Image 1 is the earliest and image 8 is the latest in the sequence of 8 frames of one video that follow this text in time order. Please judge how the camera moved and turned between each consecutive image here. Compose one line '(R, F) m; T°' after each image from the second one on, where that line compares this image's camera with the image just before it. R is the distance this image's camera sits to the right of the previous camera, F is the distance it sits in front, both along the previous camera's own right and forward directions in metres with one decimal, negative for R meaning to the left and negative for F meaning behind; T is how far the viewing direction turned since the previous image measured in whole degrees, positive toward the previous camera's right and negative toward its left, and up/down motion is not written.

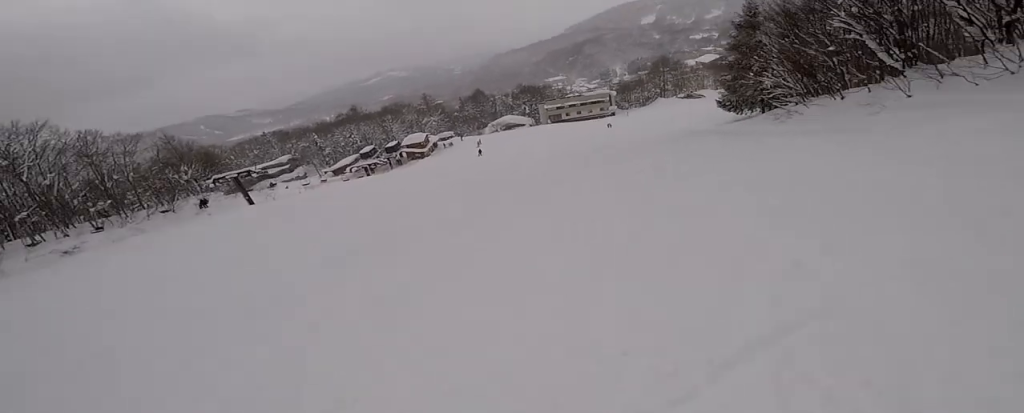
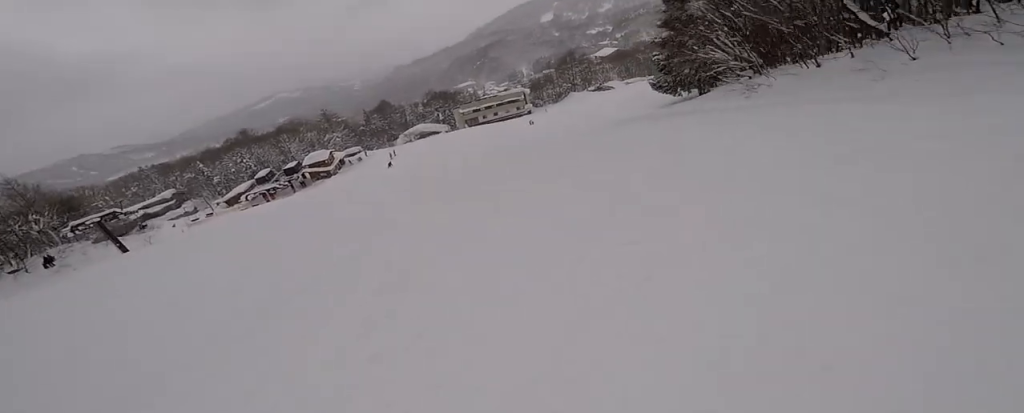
(-0.5, +5.6) m; +9°
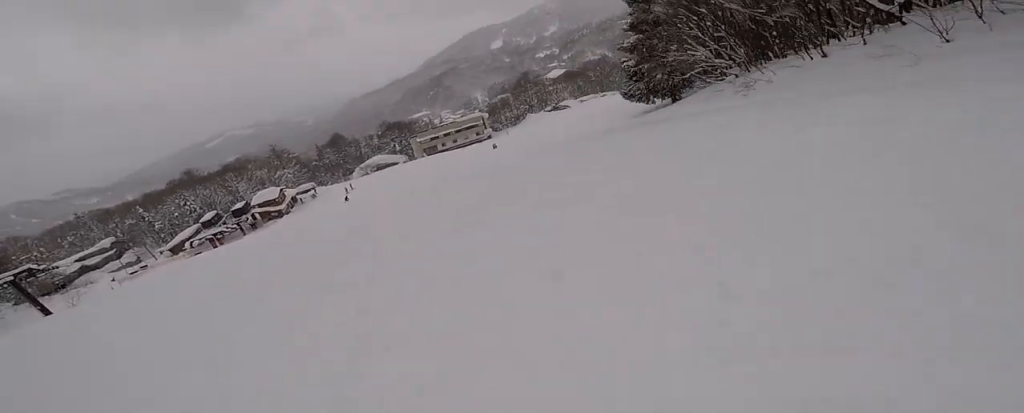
(+1.0, +4.4) m; +6°
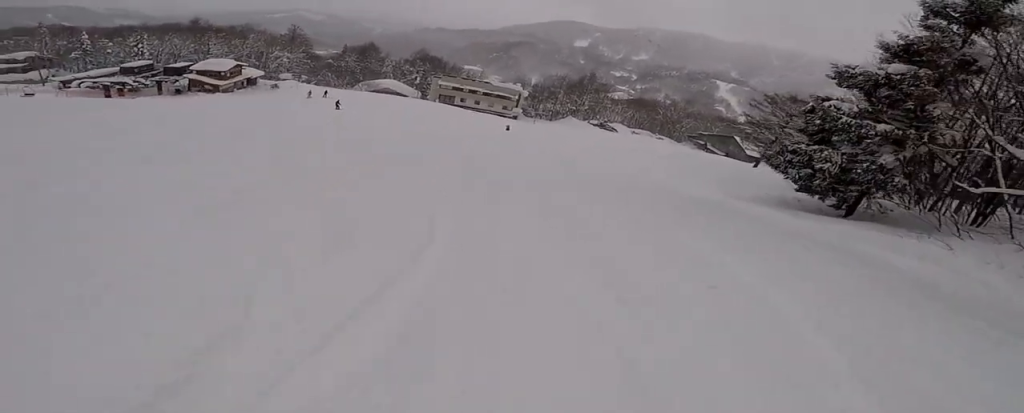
(+1.2, +20.5) m; -8°
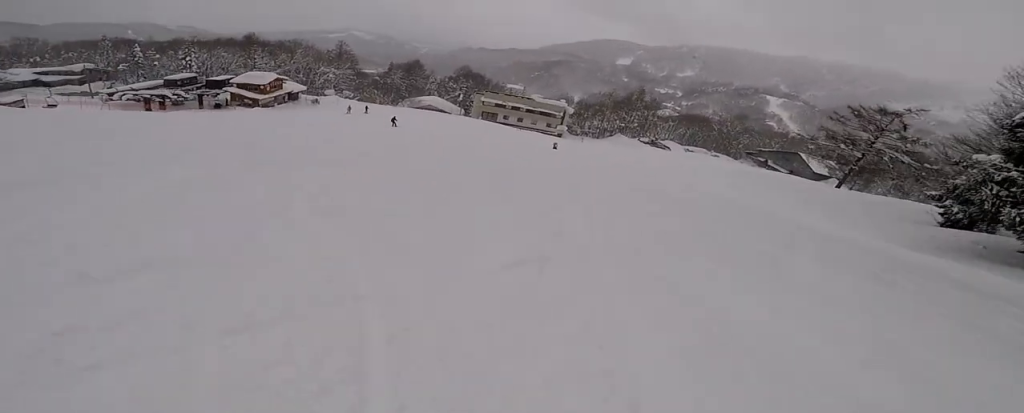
(-1.4, +6.3) m; -4°
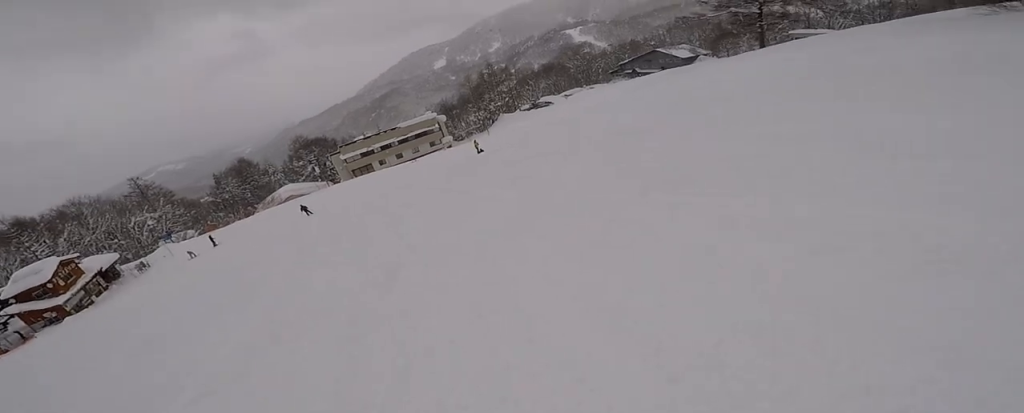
(+3.6, +14.8) m; +31°
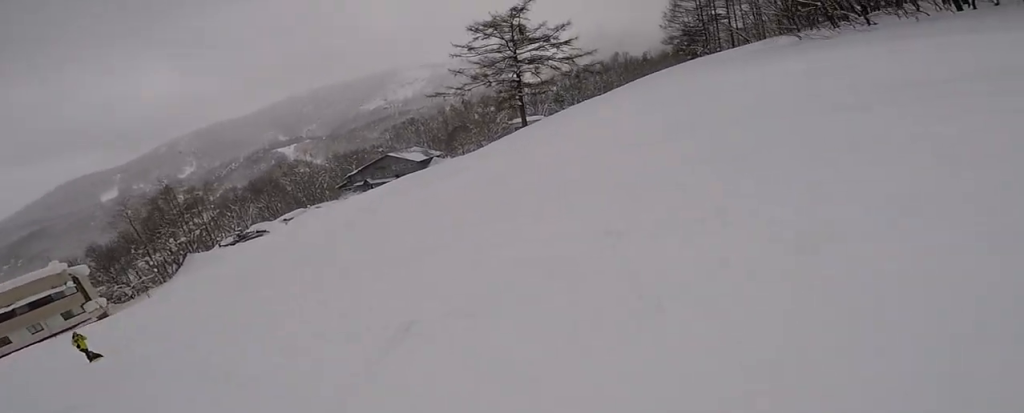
(+4.3, +13.7) m; +33°
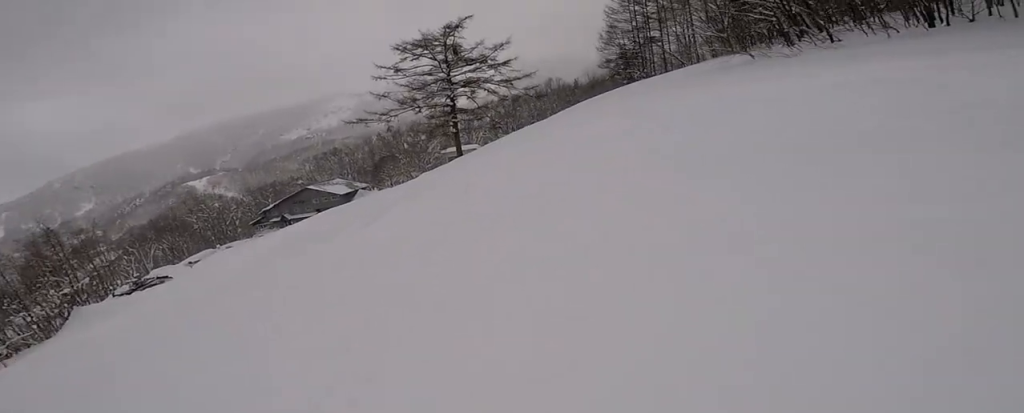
(+0.4, +2.6) m; +7°
